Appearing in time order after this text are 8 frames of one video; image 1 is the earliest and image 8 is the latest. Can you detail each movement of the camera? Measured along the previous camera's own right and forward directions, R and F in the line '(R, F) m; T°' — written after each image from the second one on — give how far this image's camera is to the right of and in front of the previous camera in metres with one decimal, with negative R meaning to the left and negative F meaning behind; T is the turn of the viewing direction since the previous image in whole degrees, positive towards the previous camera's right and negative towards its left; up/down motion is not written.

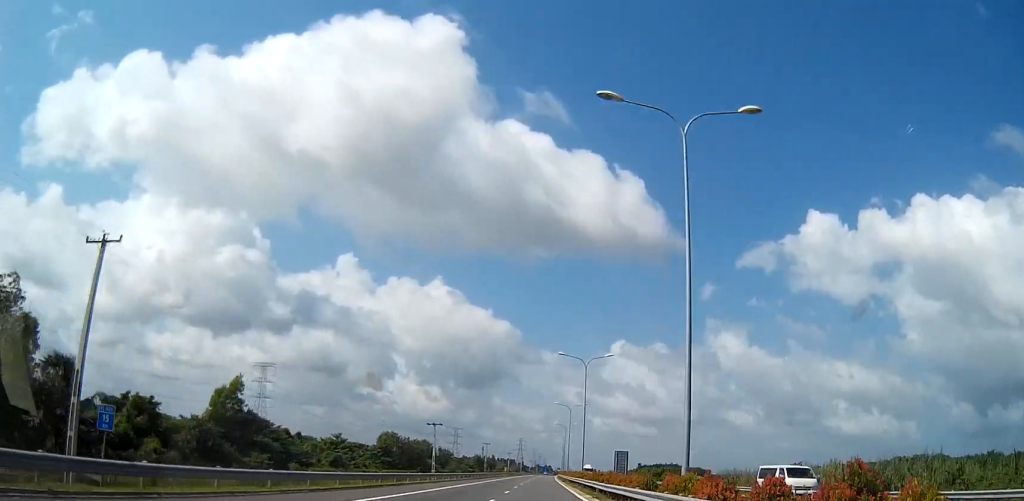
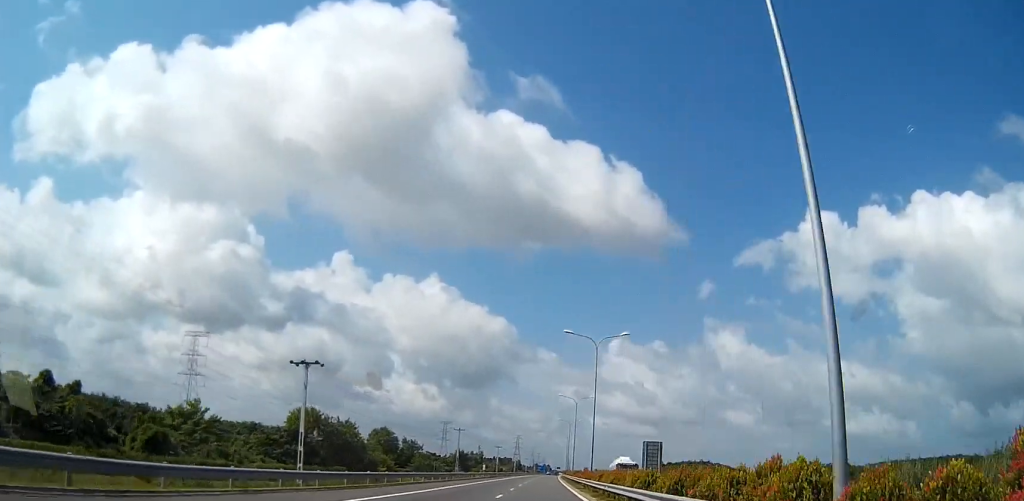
(-0.2, +54.5) m; 0°
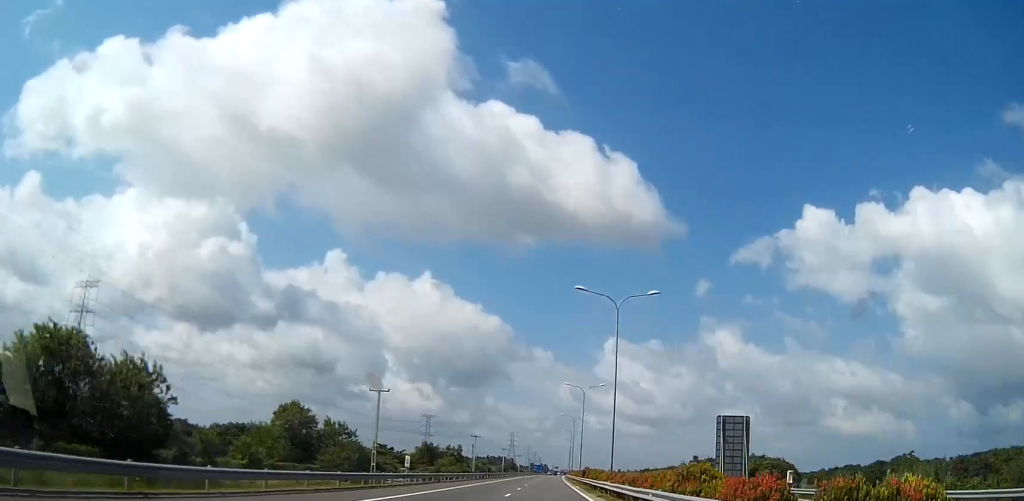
(+0.6, +57.9) m; 0°
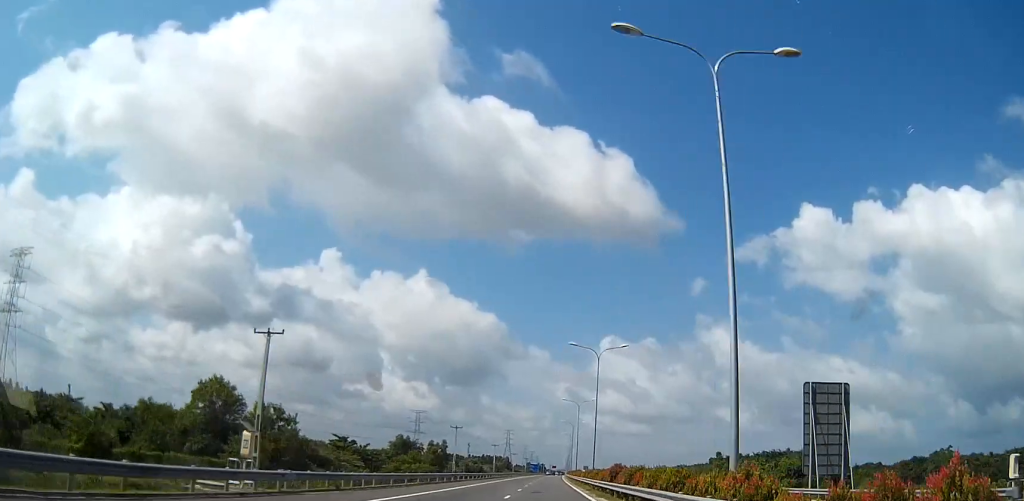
(+0.1, +26.2) m; 0°
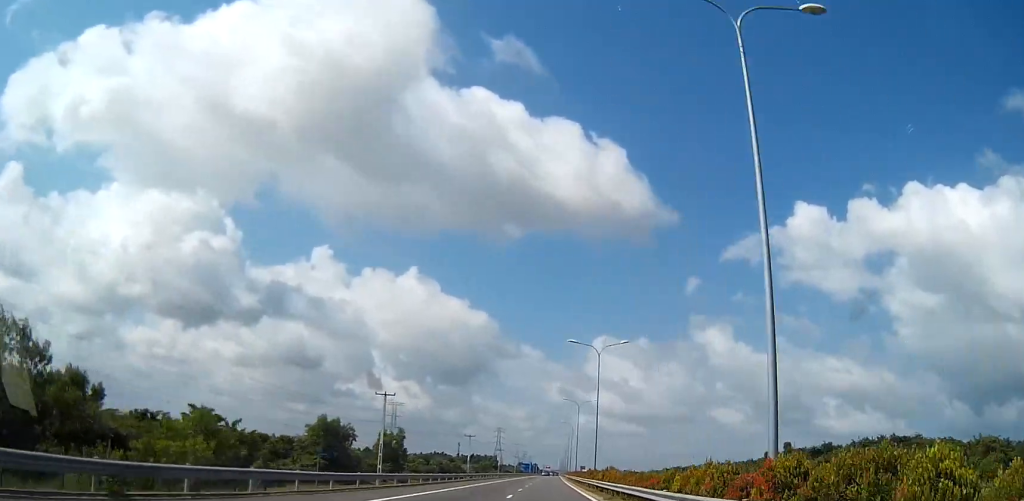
(-0.2, +47.1) m; +1°
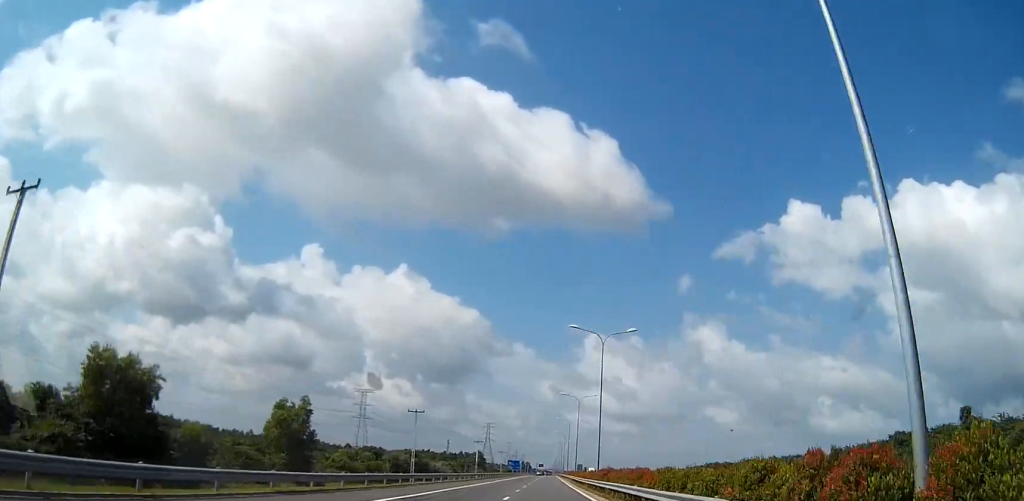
(+0.7, +50.2) m; +1°
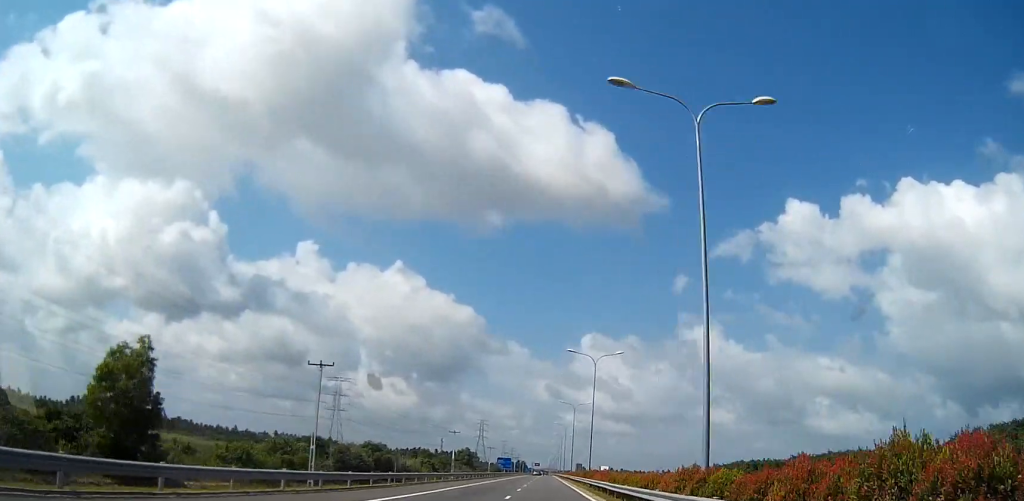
(-0.1, +35.1) m; 0°
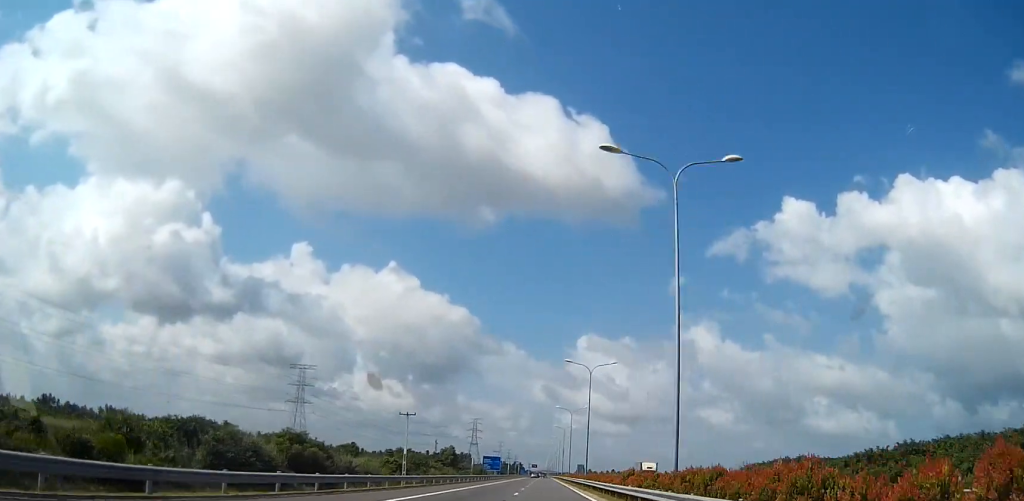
(0.0, +41.0) m; 0°
